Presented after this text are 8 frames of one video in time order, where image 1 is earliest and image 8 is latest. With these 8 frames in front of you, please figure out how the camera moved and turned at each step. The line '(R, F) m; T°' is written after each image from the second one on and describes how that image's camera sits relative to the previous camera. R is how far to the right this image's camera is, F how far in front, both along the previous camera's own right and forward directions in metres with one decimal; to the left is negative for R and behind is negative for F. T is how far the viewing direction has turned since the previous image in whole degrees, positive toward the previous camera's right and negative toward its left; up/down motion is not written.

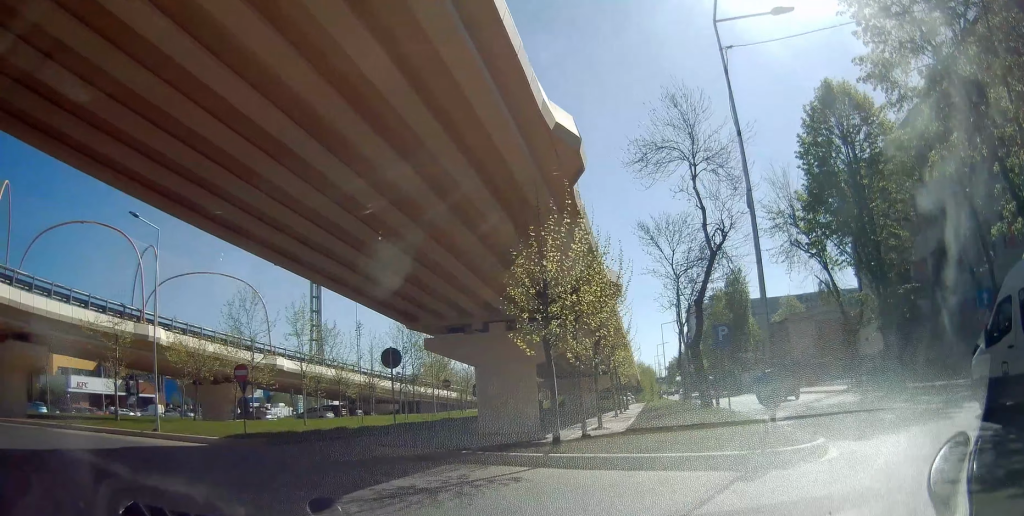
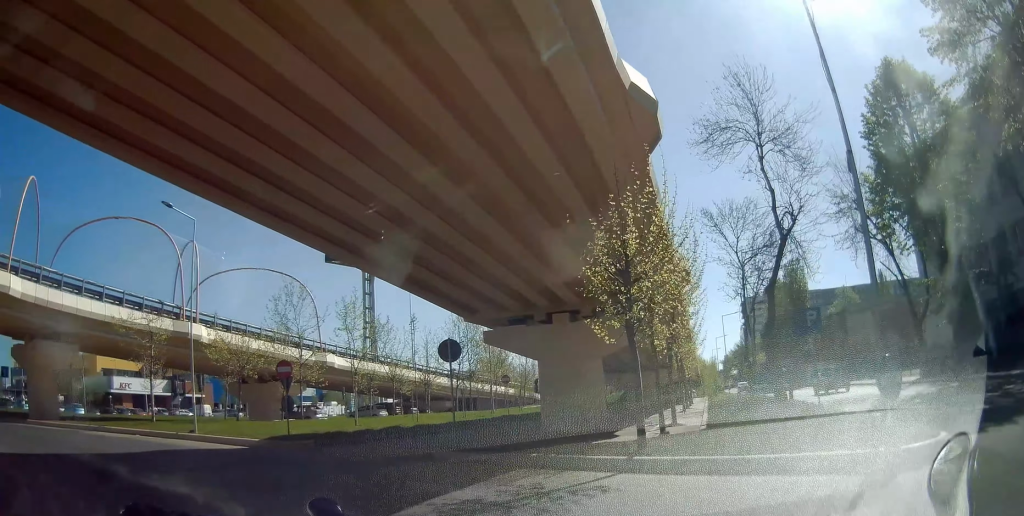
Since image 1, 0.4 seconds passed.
(0.0, +1.3) m; -7°
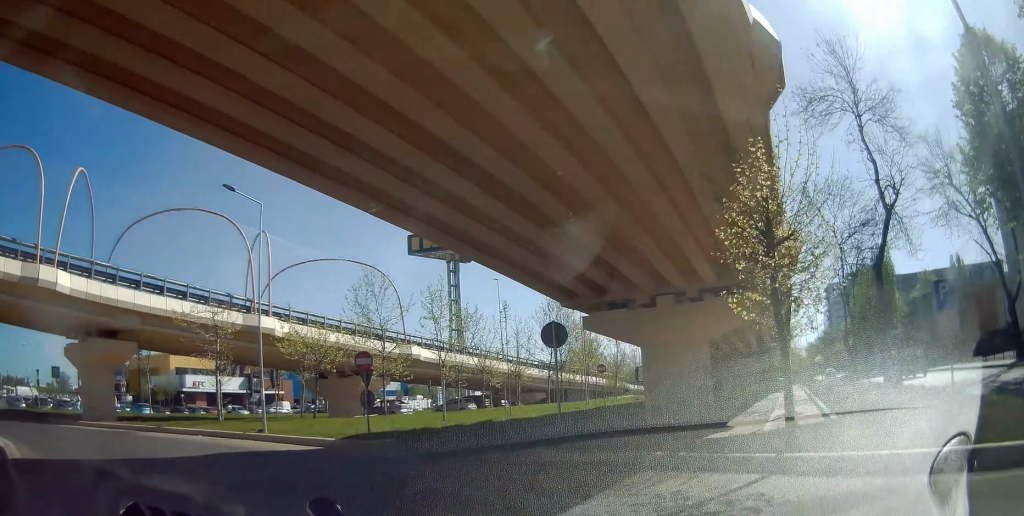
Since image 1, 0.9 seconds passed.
(+0.2, +1.4) m; -8°
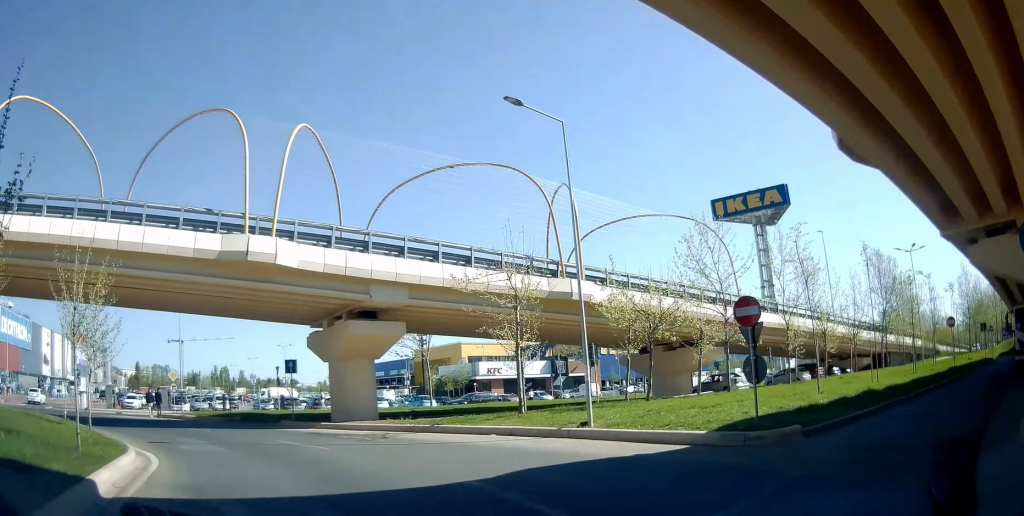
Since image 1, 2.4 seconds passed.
(-1.5, +3.8) m; -30°
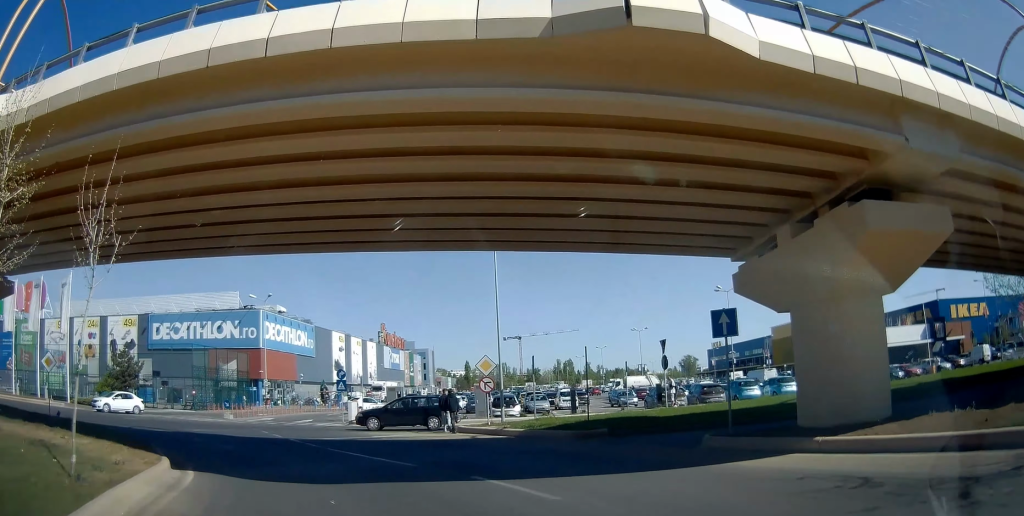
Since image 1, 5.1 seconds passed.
(-3.4, +10.2) m; -33°
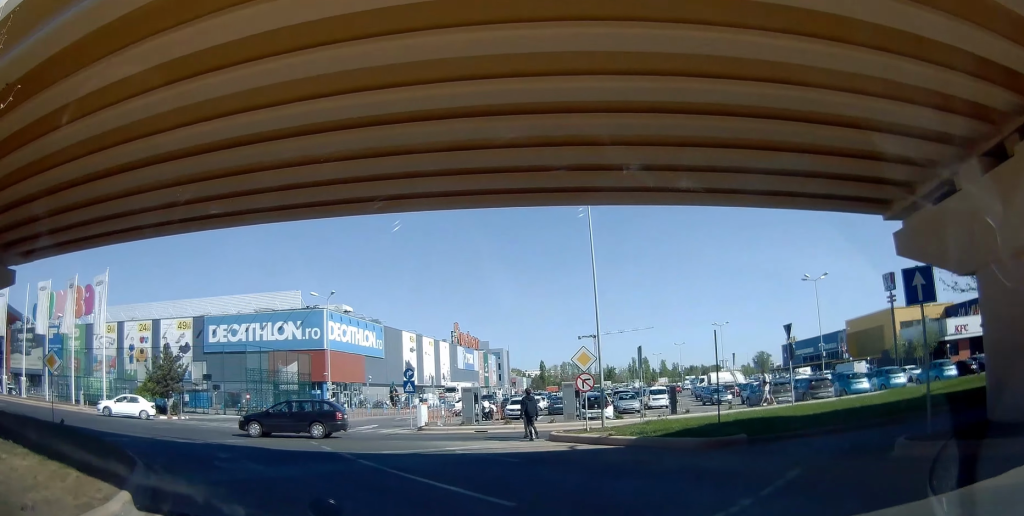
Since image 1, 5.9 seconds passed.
(-0.1, +3.9) m; -8°
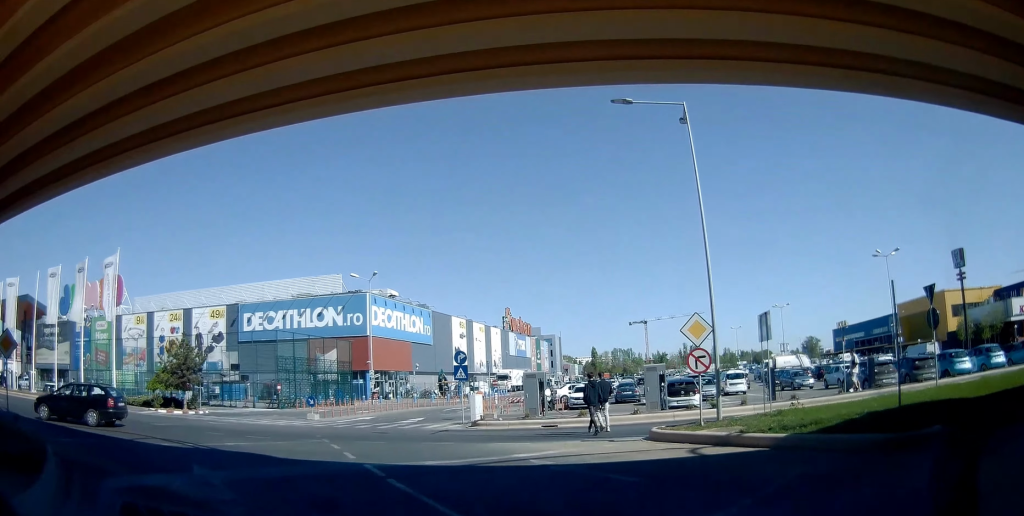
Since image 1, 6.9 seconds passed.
(-0.5, +4.8) m; -11°
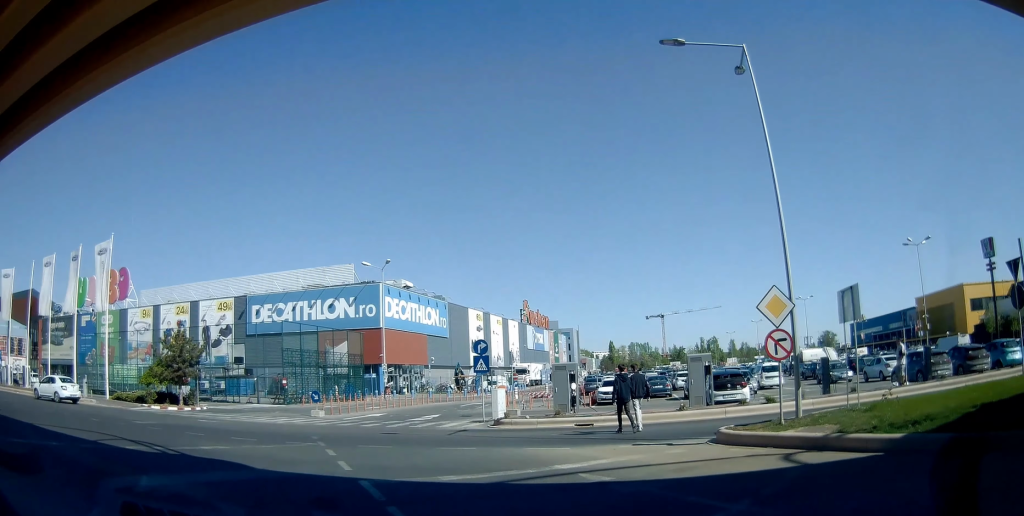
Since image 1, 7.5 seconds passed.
(-0.2, +2.9) m; -2°
